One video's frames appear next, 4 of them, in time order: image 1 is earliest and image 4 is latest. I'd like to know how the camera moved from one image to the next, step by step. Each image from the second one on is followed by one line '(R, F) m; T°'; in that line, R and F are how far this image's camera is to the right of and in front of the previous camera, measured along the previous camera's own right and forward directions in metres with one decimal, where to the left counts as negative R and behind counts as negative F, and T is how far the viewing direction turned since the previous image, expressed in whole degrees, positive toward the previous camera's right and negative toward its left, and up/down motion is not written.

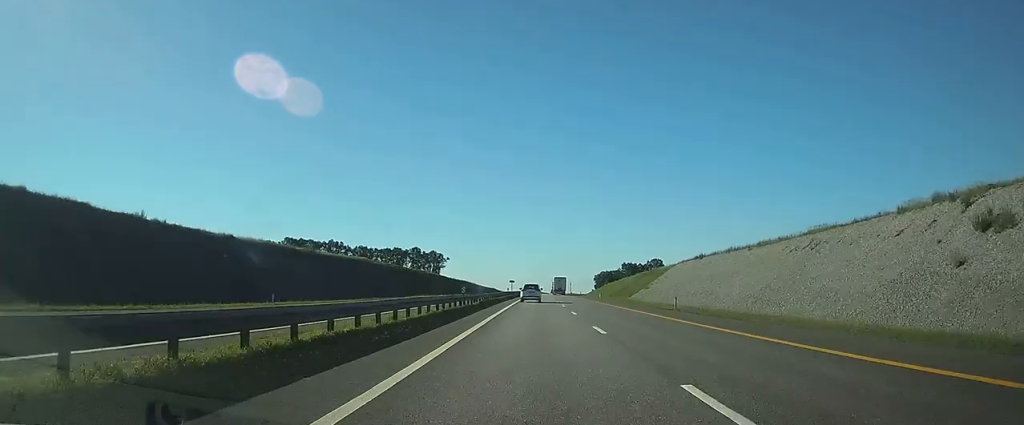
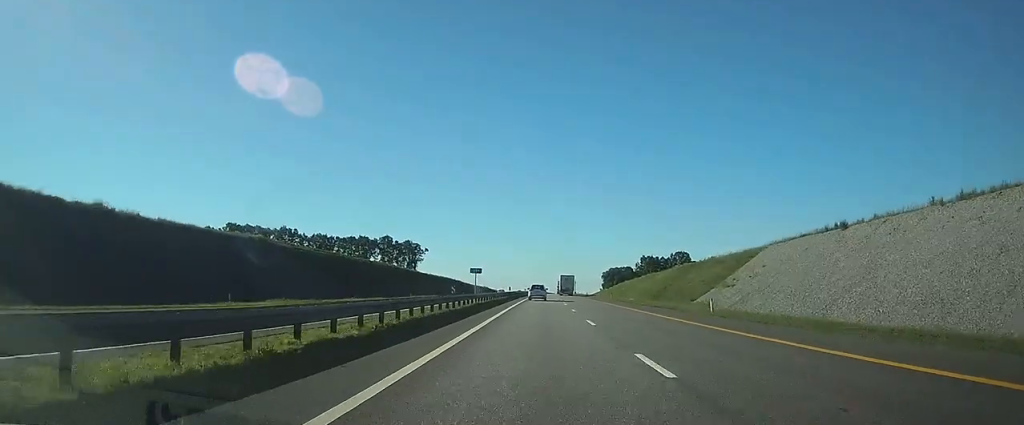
(+0.3, +55.4) m; +1°
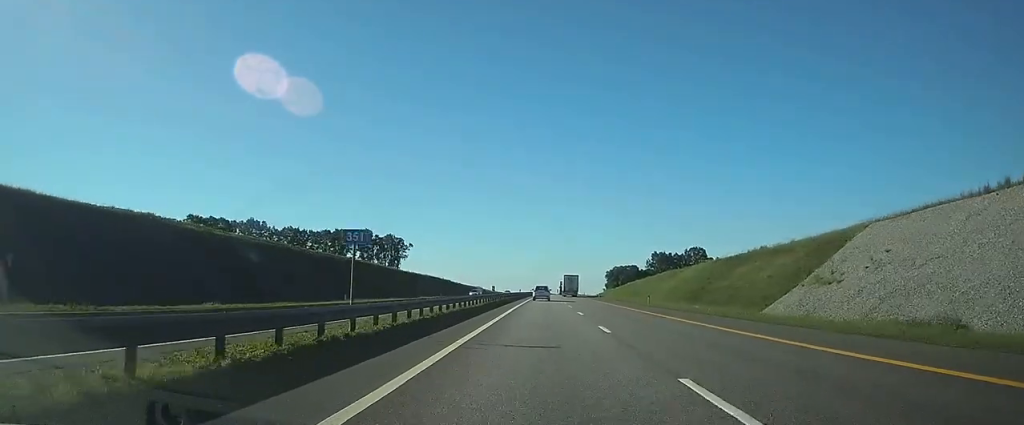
(0.0, +27.0) m; 0°
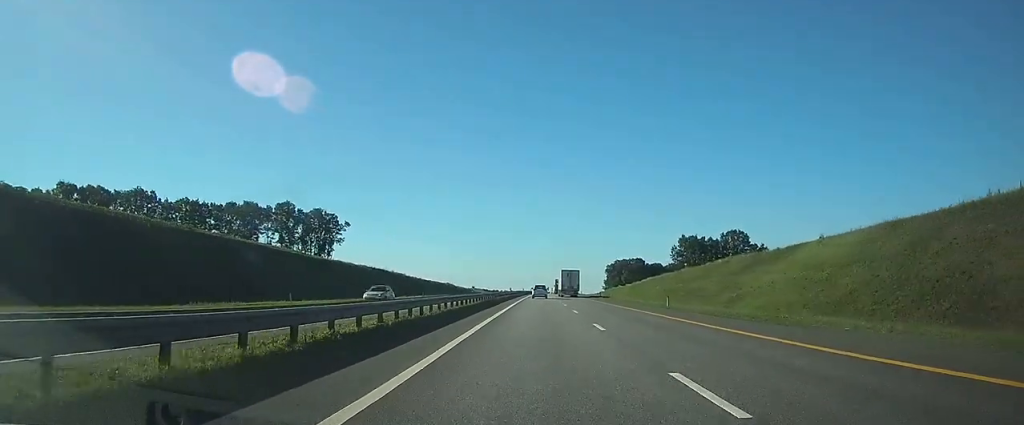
(+0.4, +59.5) m; +1°
